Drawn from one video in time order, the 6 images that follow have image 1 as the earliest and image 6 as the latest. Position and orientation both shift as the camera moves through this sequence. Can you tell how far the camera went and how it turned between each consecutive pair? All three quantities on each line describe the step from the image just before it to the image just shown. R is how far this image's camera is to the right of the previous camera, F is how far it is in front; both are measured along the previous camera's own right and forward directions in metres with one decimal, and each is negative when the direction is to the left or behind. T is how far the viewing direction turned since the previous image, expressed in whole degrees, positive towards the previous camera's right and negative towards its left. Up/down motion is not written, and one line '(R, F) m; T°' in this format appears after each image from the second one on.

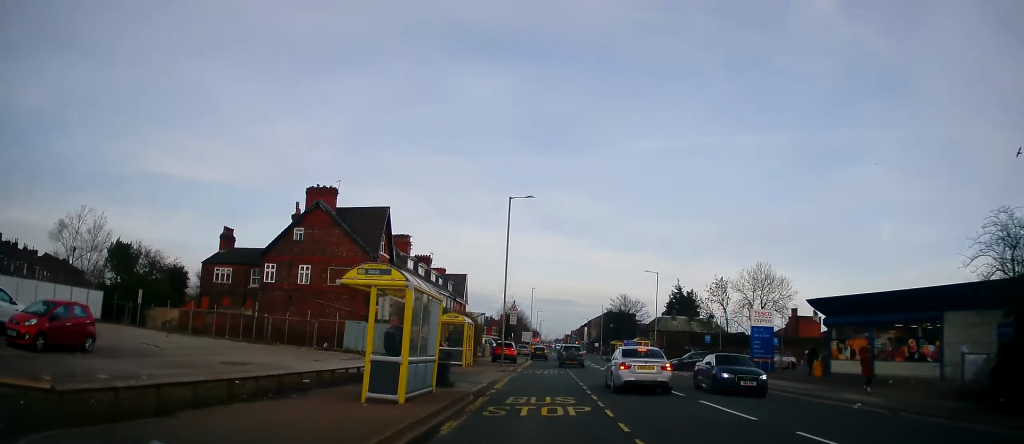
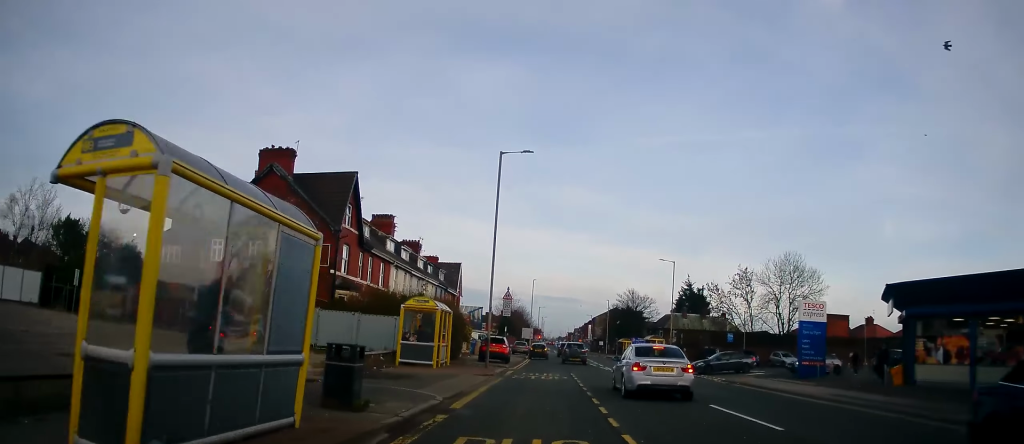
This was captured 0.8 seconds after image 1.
(-0.1, +8.3) m; +1°
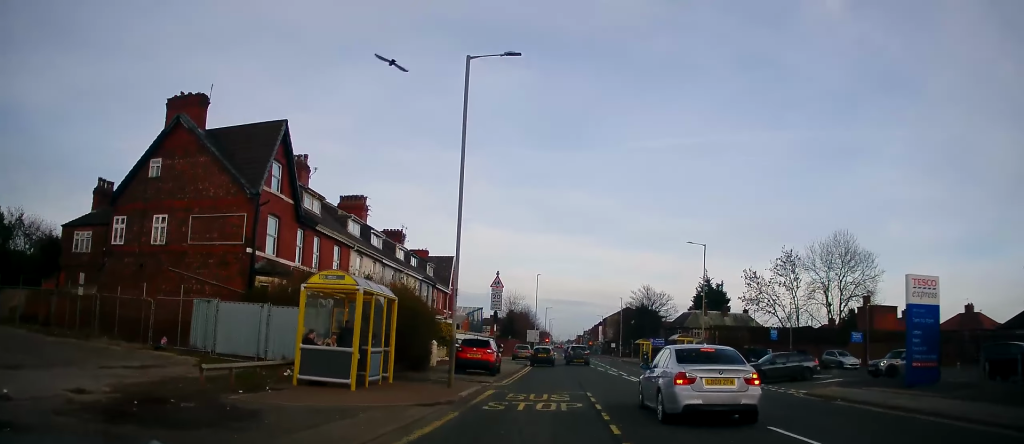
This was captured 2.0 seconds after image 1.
(+0.3, +11.4) m; +1°
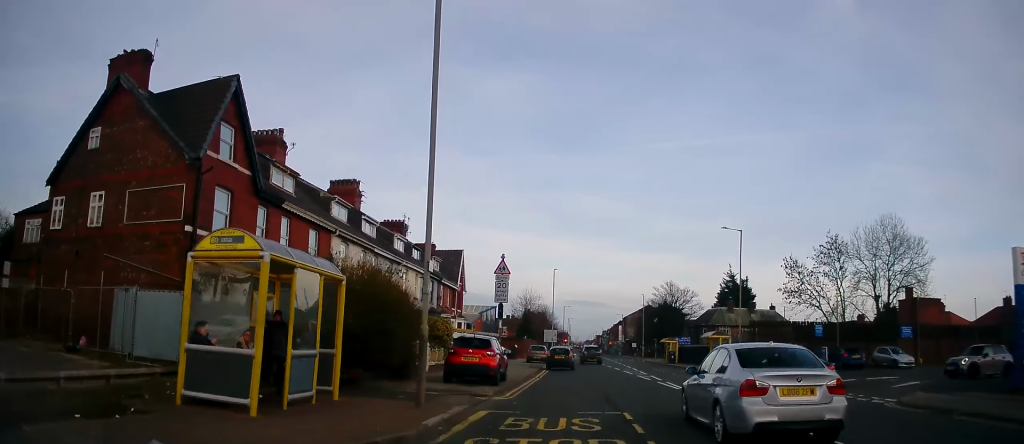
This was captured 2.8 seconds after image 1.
(-0.2, +6.4) m; -1°
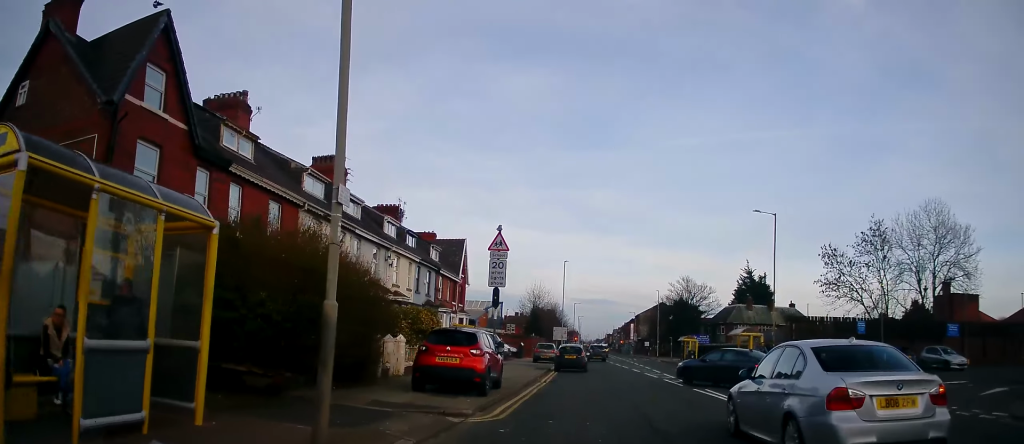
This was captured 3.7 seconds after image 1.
(+0.1, +5.4) m; 0°
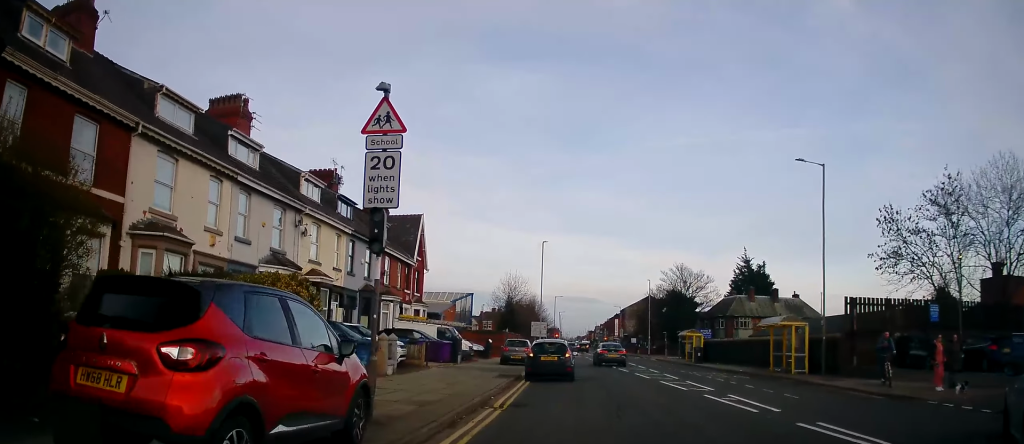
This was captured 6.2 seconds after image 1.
(-0.4, +11.6) m; 0°
